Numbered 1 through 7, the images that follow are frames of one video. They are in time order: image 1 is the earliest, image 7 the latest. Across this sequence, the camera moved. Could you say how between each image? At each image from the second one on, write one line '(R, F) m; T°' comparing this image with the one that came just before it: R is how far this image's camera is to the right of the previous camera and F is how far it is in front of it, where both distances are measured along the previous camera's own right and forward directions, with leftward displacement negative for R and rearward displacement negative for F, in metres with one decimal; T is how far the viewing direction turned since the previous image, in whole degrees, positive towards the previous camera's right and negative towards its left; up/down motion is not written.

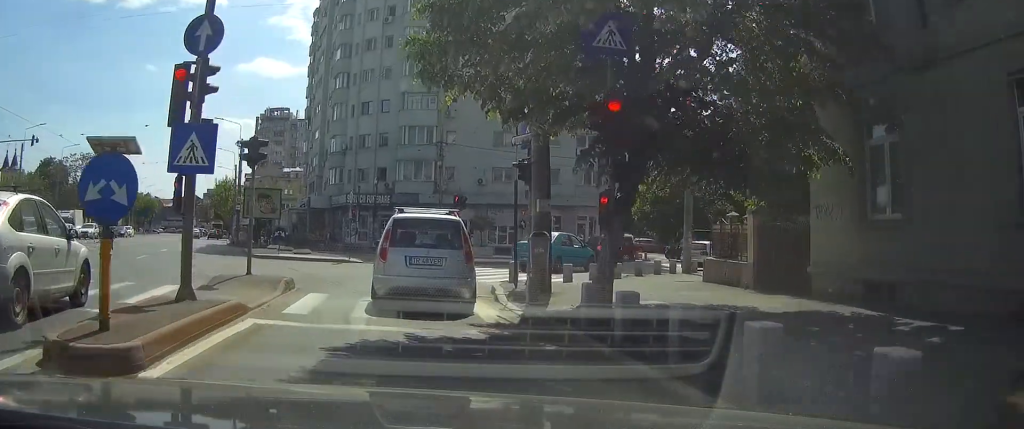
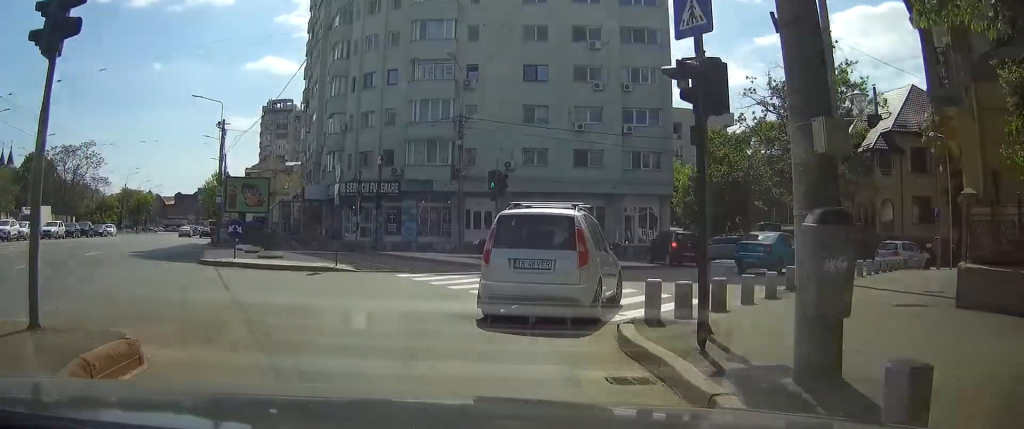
(-0.1, +10.0) m; 0°
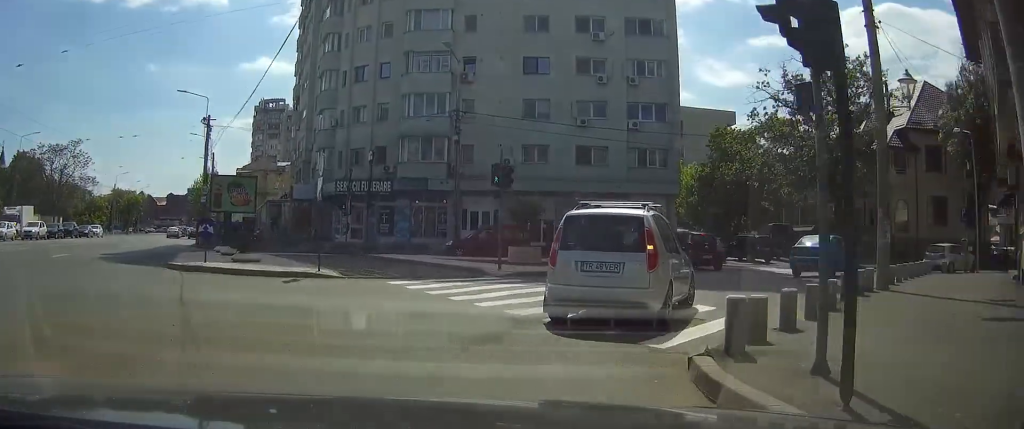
(-0.1, +2.5) m; +2°
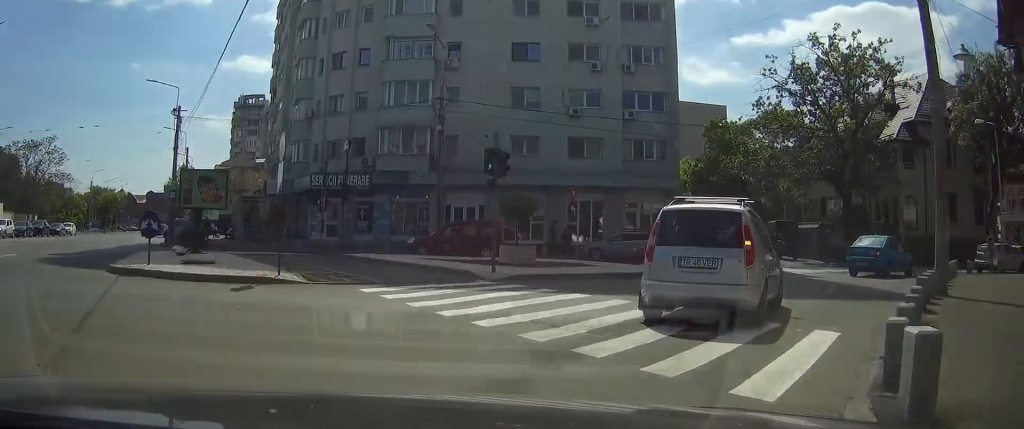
(0.0, +3.0) m; +3°
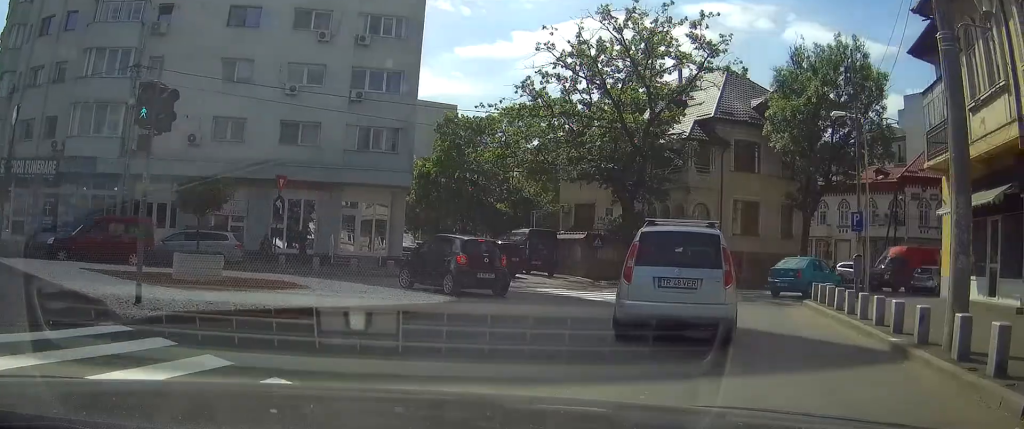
(+1.1, +7.5) m; +18°
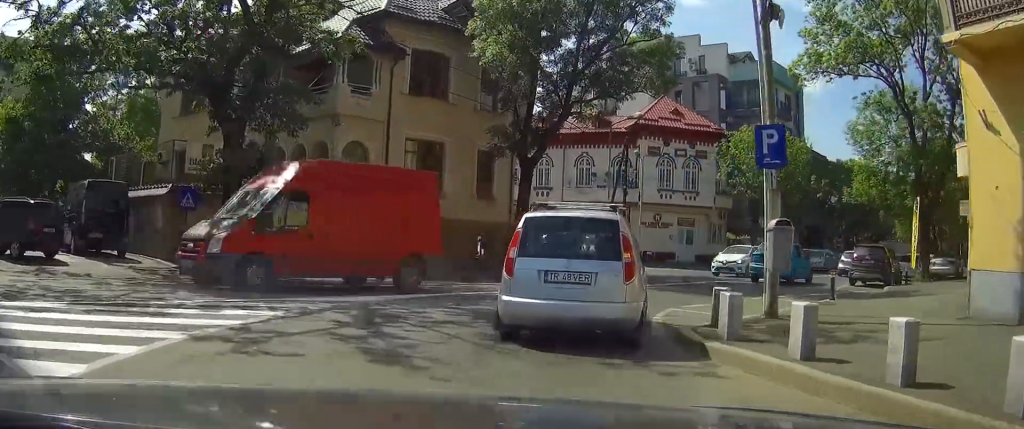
(+3.1, +12.9) m; +26°
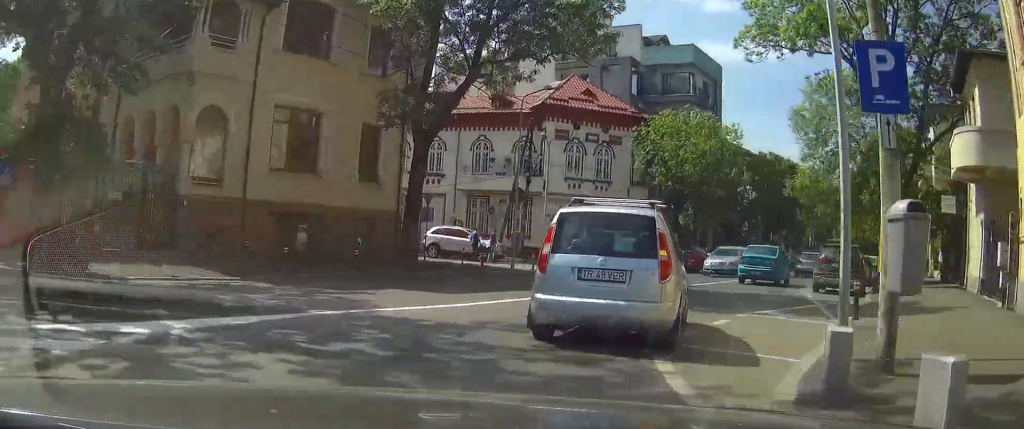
(+0.4, +4.7) m; +8°
